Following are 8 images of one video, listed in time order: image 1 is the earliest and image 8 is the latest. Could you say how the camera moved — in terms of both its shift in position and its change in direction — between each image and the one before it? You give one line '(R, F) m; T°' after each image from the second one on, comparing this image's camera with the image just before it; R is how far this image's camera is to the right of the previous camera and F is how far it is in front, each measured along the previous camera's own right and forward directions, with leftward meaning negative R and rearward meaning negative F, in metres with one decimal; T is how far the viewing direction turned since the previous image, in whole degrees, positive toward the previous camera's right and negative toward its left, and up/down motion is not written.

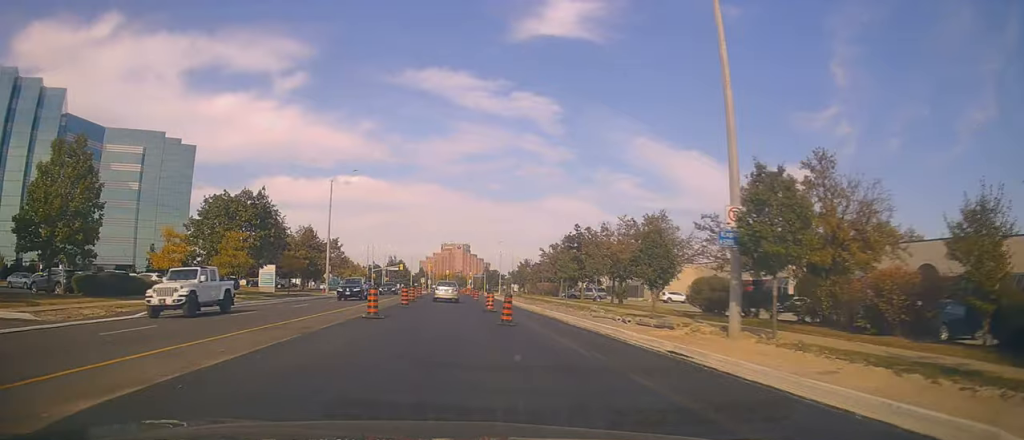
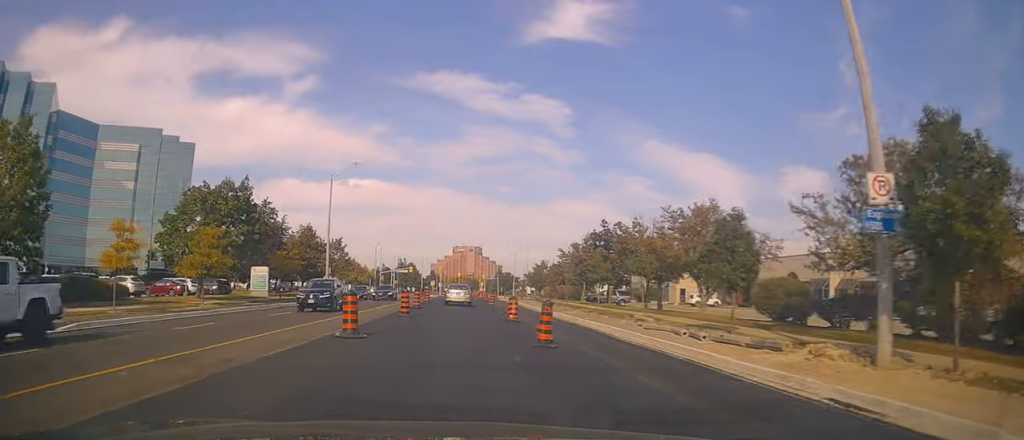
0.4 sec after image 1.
(0.0, +5.4) m; 0°
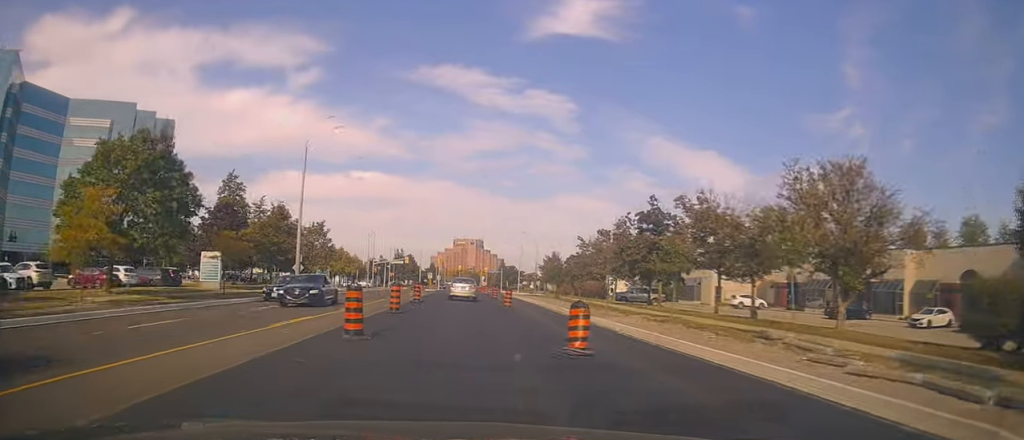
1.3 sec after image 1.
(0.0, +10.7) m; 0°
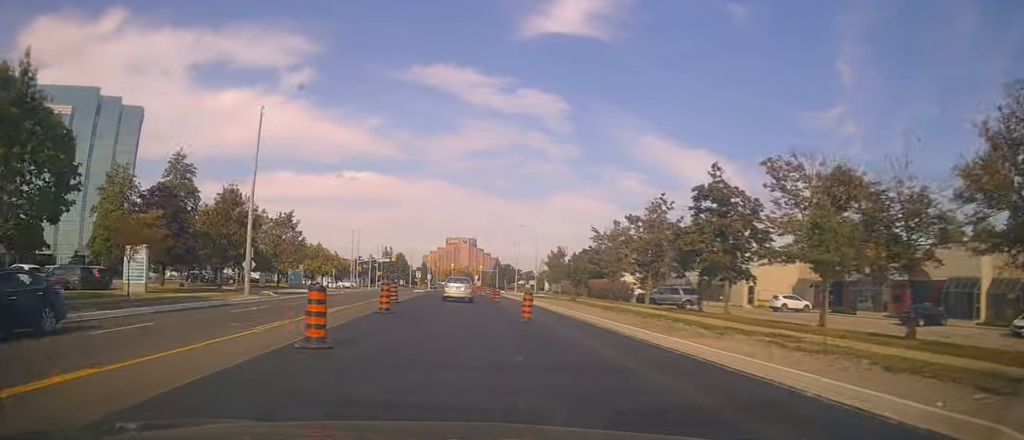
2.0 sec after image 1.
(0.0, +10.0) m; -1°
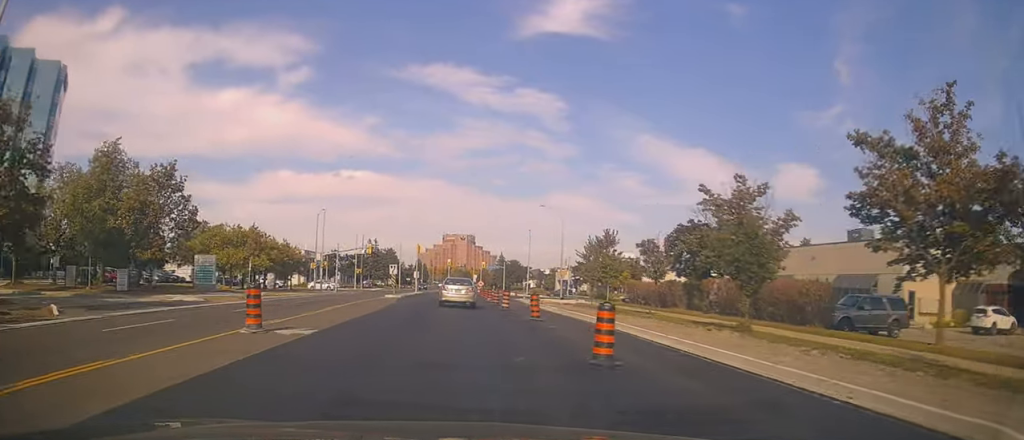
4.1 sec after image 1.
(-0.1, +29.2) m; +1°
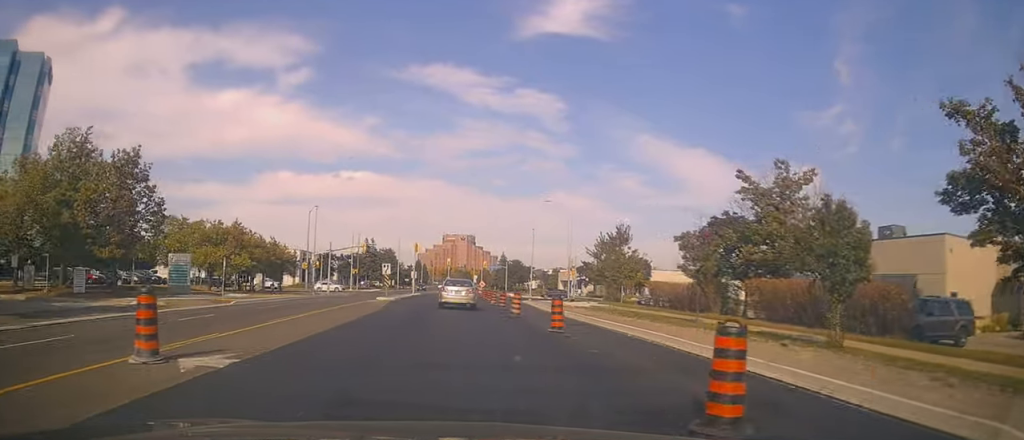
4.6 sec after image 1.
(0.0, +5.0) m; 0°
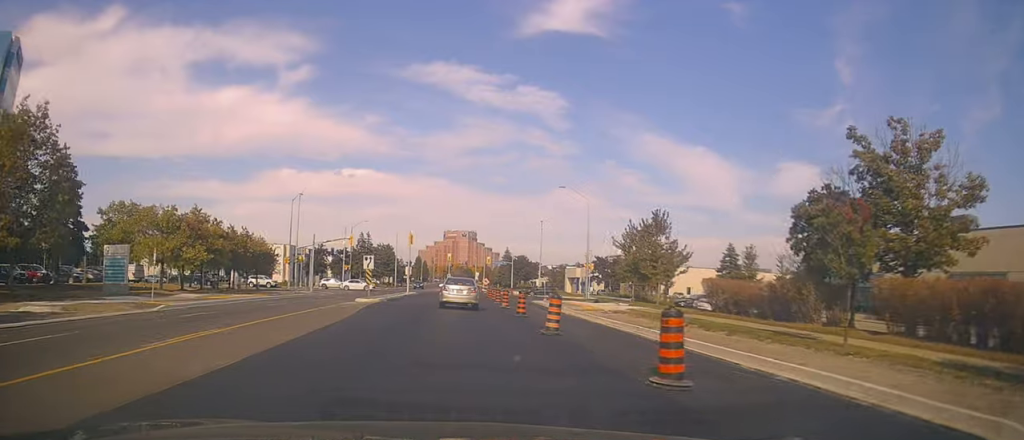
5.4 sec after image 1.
(0.0, +9.7) m; +1°
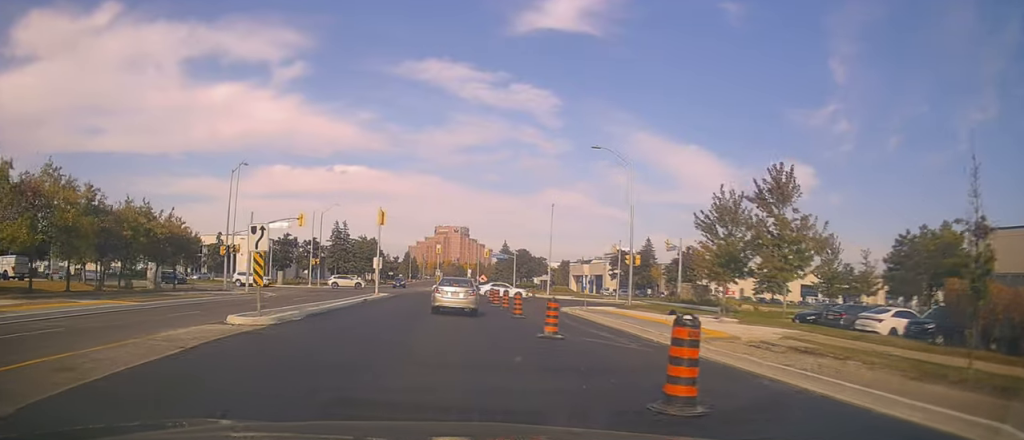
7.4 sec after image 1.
(+0.3, +19.3) m; 0°
